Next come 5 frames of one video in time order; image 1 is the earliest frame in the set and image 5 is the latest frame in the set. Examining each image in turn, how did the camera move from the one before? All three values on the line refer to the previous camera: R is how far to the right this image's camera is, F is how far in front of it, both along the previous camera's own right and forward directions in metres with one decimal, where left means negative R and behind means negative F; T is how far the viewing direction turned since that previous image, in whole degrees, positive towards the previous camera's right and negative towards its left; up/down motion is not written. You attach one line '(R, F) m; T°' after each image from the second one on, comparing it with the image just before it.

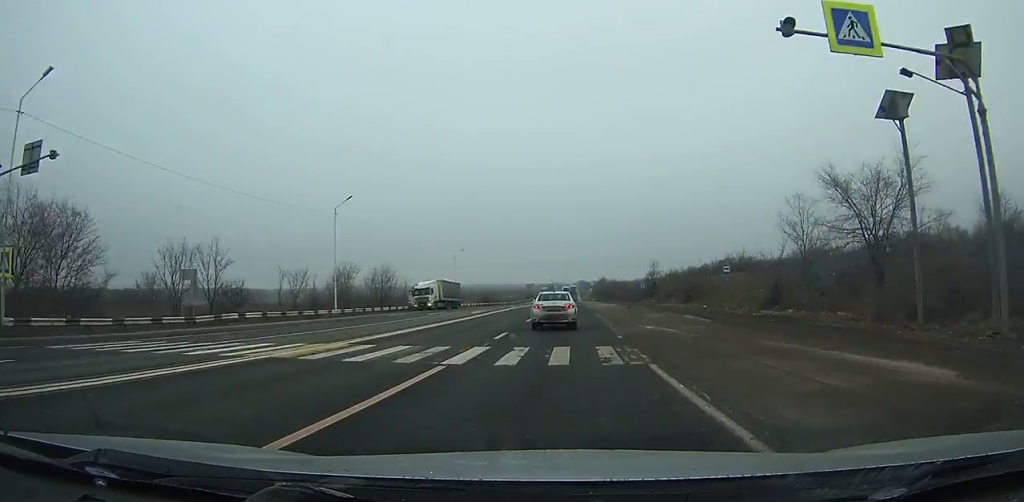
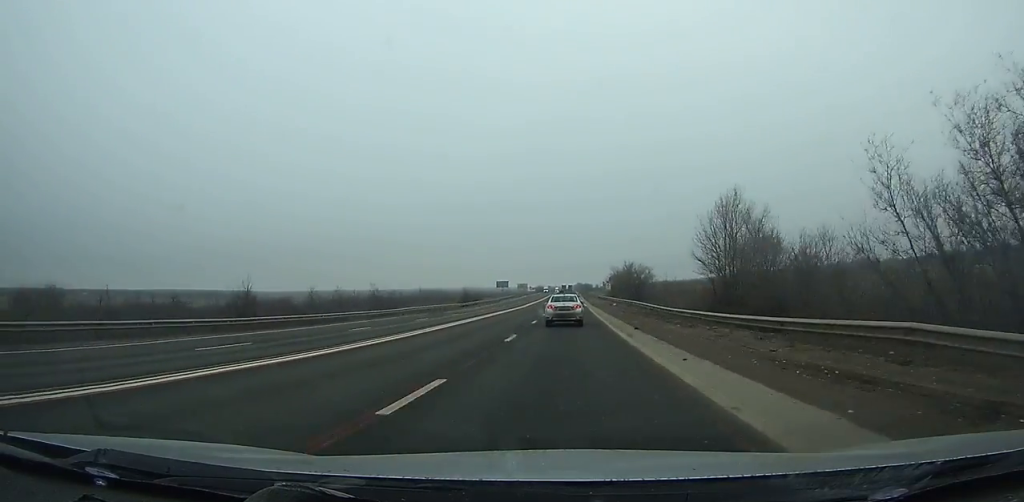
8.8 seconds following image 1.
(+0.2, +162.9) m; 0°
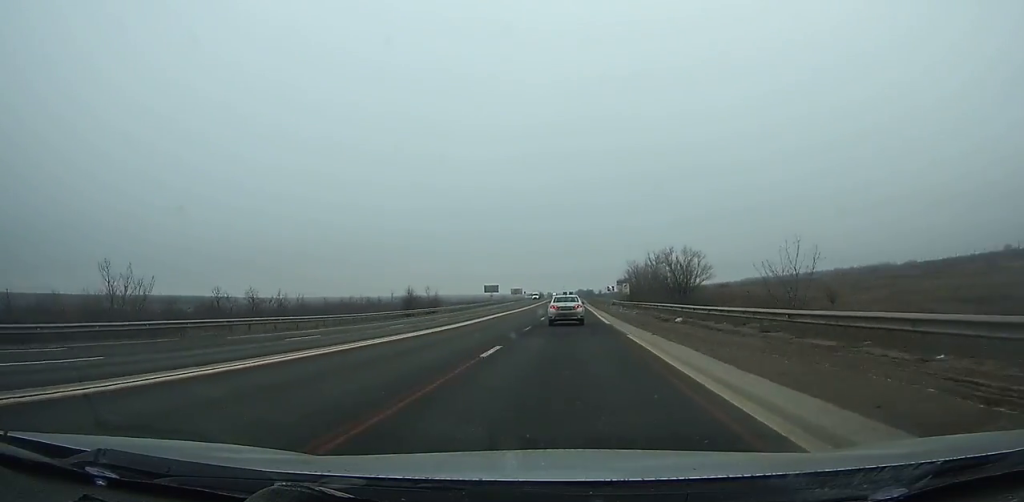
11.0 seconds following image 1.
(0.0, +43.9) m; 0°
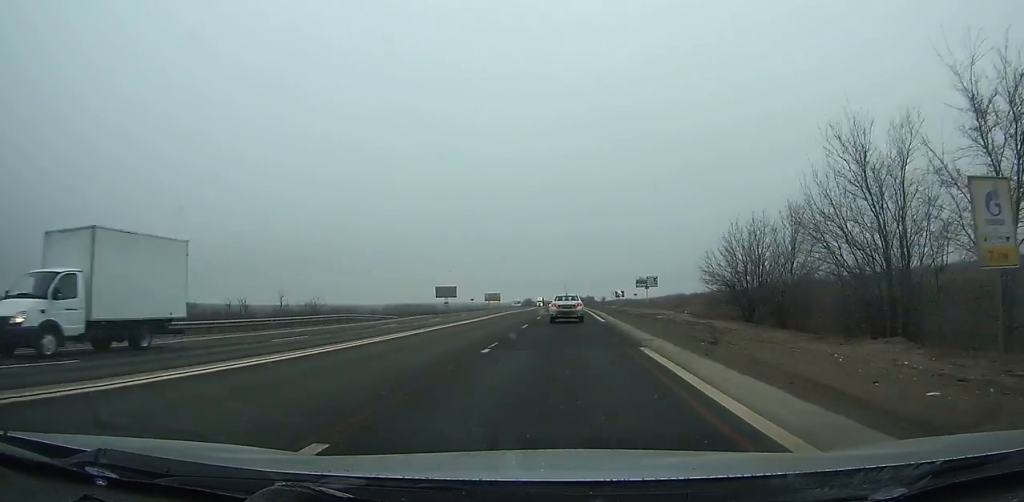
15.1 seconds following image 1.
(+0.4, +85.7) m; 0°
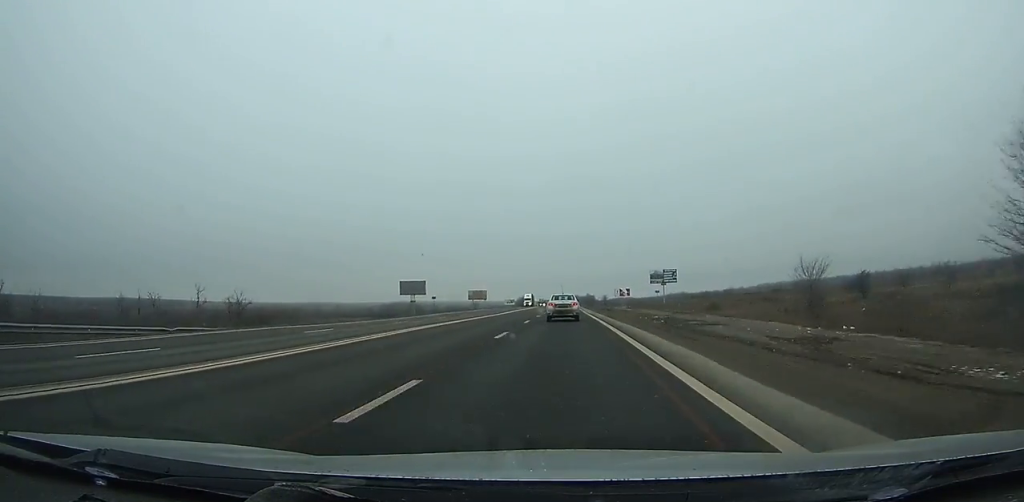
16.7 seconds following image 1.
(+0.1, +34.3) m; 0°
